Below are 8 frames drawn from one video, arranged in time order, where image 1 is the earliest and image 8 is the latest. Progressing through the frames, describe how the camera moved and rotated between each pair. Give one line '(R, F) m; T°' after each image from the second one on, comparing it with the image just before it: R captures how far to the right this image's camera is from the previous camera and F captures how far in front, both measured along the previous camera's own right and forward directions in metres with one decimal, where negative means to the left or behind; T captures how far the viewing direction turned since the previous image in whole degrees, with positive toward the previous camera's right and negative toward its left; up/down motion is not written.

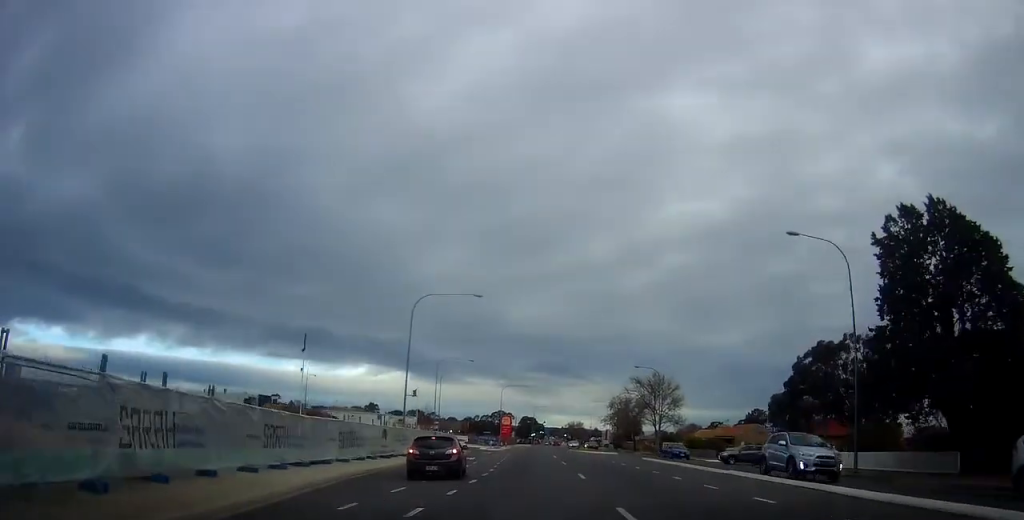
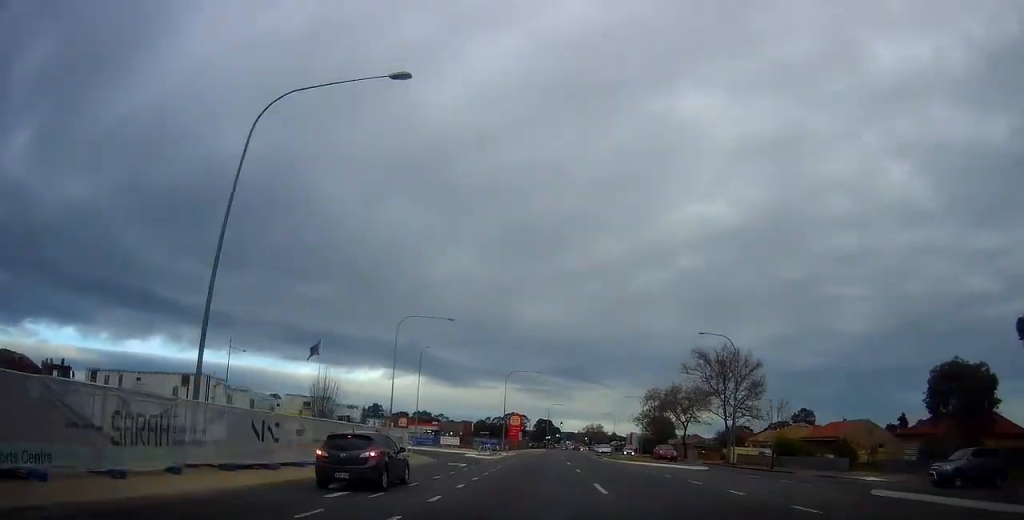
(+1.4, +29.1) m; +1°
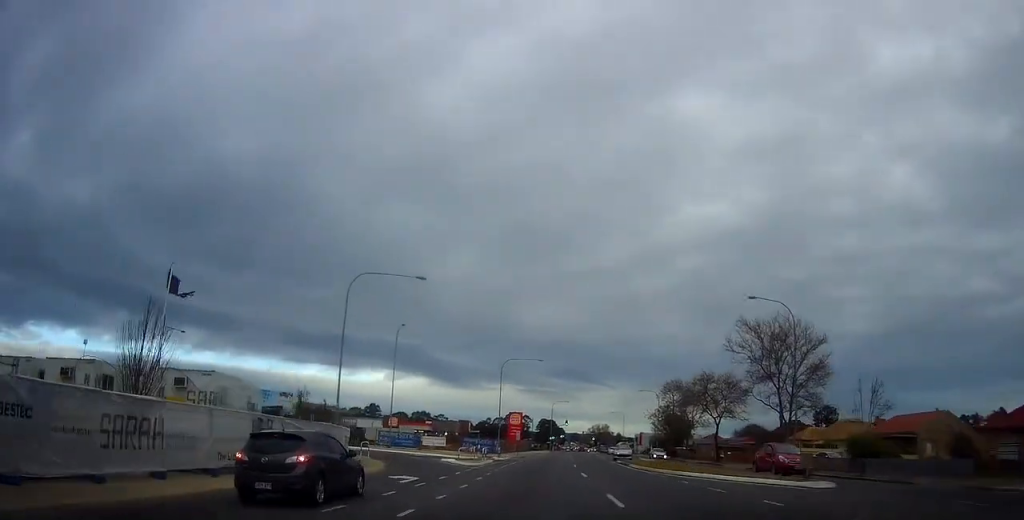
(-0.6, +14.2) m; -1°
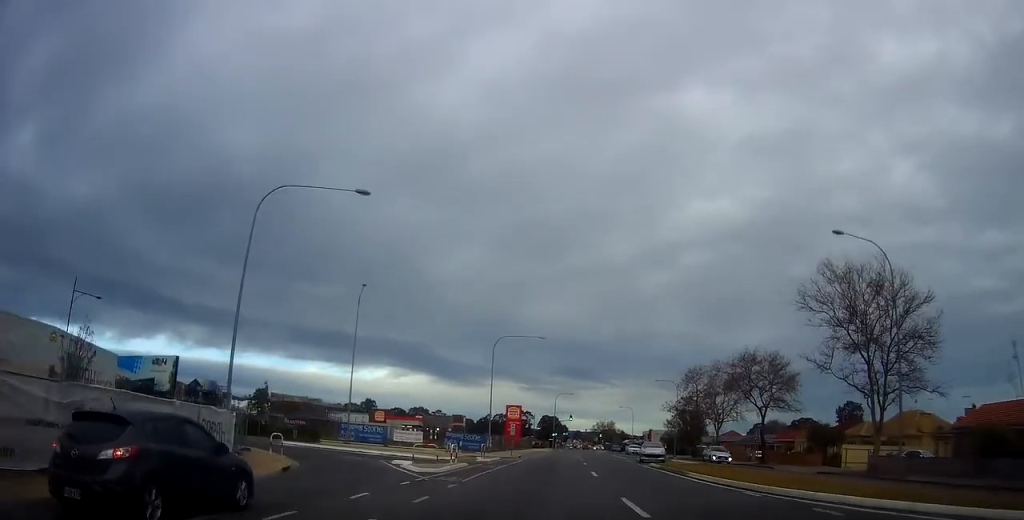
(0.0, +14.3) m; 0°
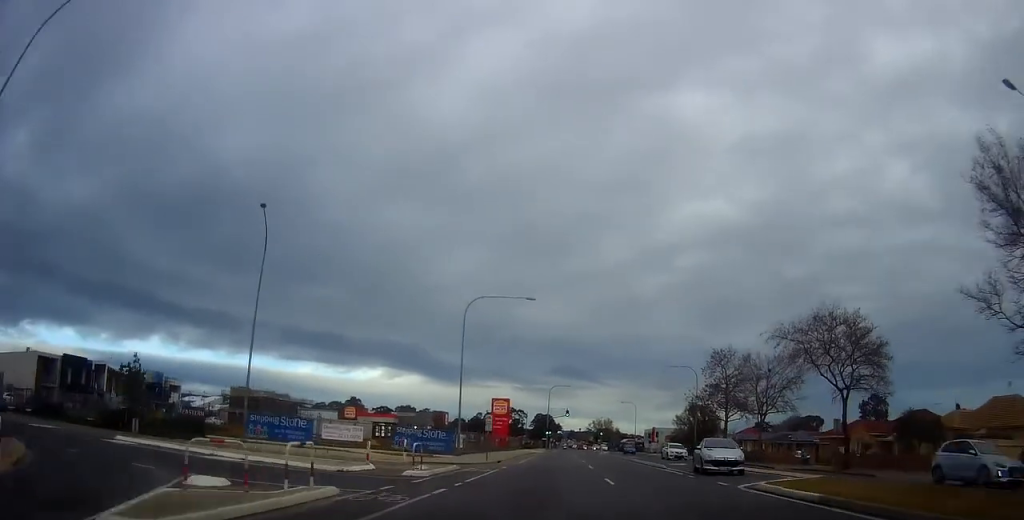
(-0.1, +17.0) m; -1°
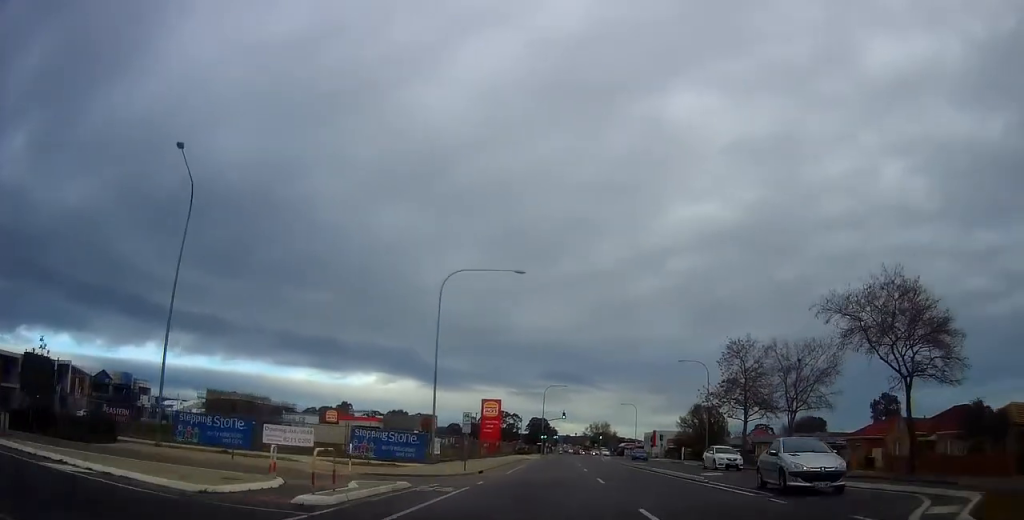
(-0.1, +8.2) m; 0°
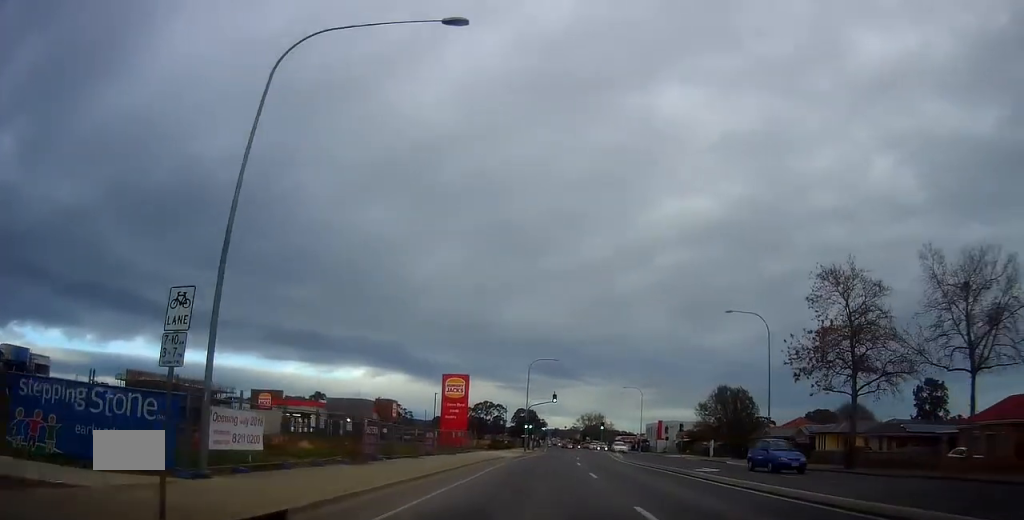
(+0.5, +24.3) m; +3°
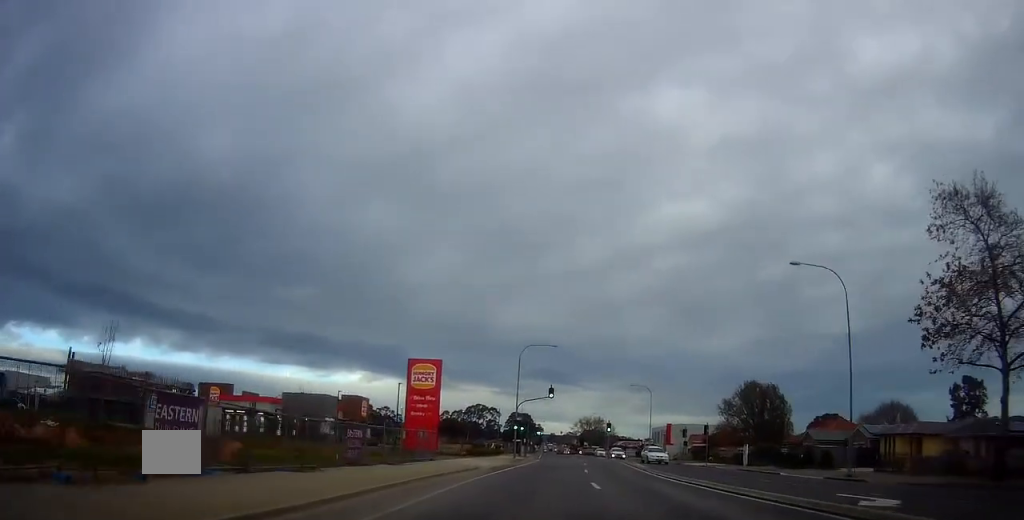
(+0.4, +14.7) m; +2°
